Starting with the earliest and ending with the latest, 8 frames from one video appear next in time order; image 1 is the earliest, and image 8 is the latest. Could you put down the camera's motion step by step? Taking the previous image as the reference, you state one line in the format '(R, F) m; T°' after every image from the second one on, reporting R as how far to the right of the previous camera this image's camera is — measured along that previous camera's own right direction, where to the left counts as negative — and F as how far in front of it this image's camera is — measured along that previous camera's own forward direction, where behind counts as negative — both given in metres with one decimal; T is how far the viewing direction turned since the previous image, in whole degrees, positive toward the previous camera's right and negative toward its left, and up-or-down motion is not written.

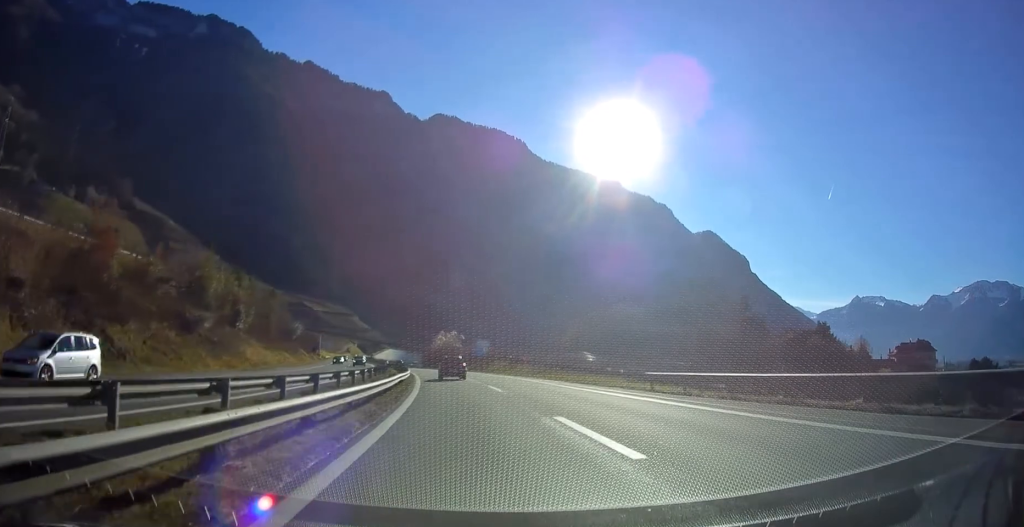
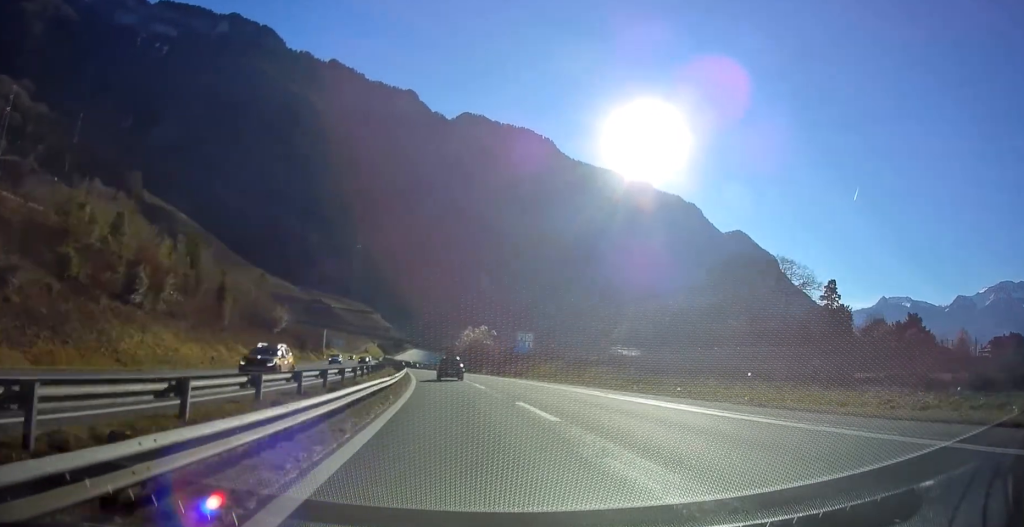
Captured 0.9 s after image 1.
(-0.7, +29.0) m; -3°
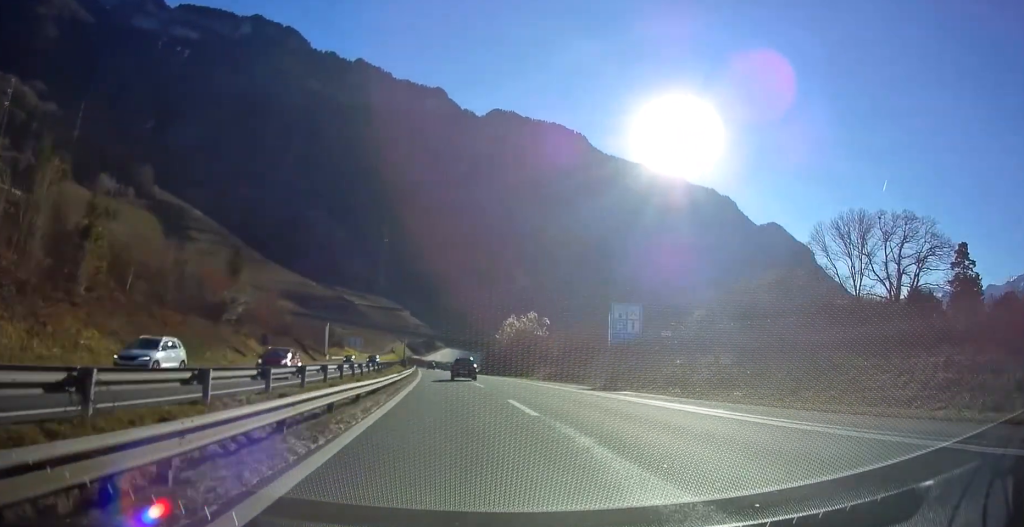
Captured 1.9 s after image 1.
(-1.1, +34.6) m; -3°
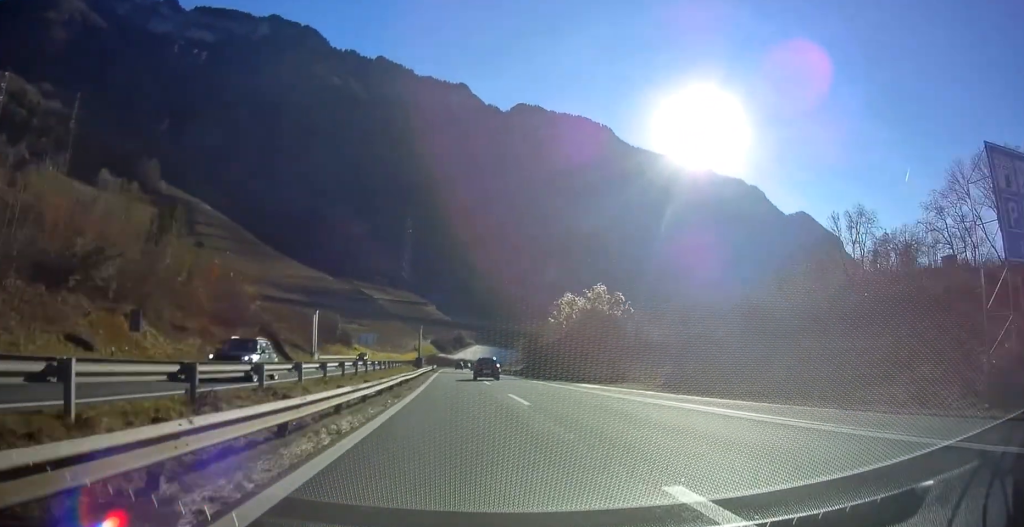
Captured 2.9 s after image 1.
(-0.6, +32.6) m; -2°
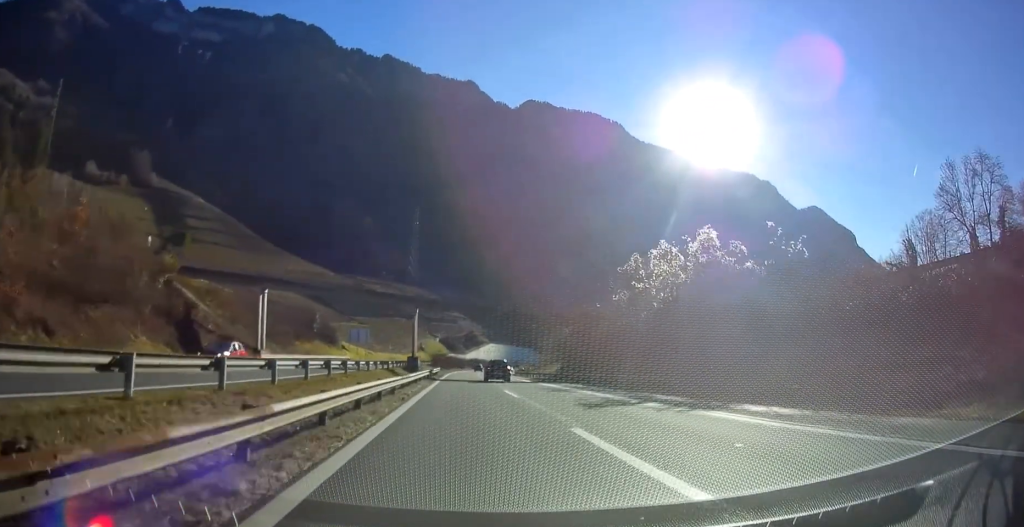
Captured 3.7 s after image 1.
(-0.6, +29.2) m; -2°
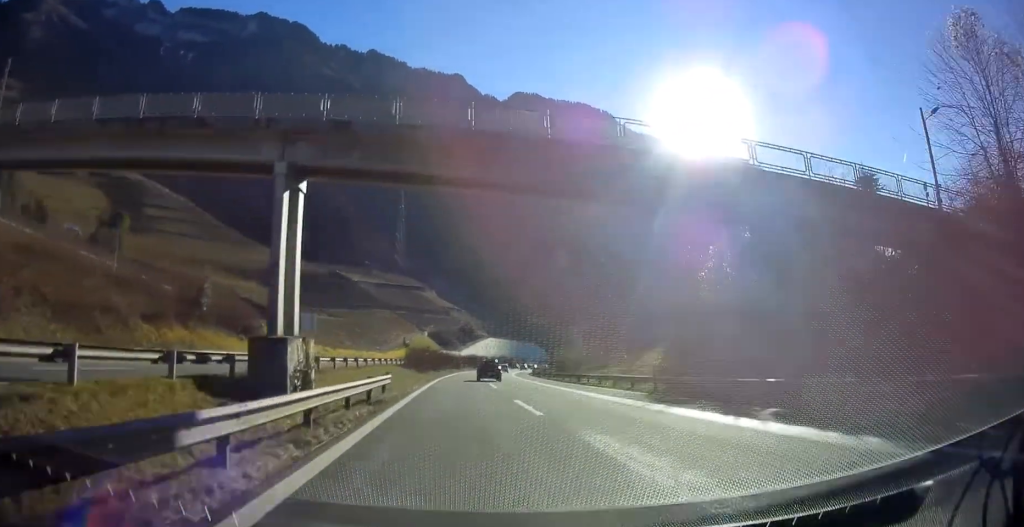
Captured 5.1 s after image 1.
(-0.5, +45.0) m; 0°
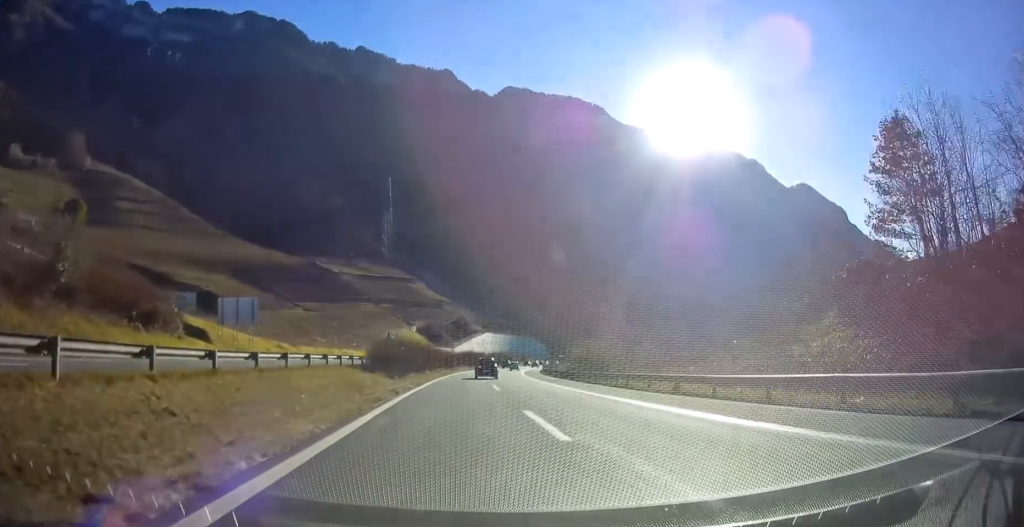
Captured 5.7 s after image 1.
(+0.1, +22.5) m; 0°
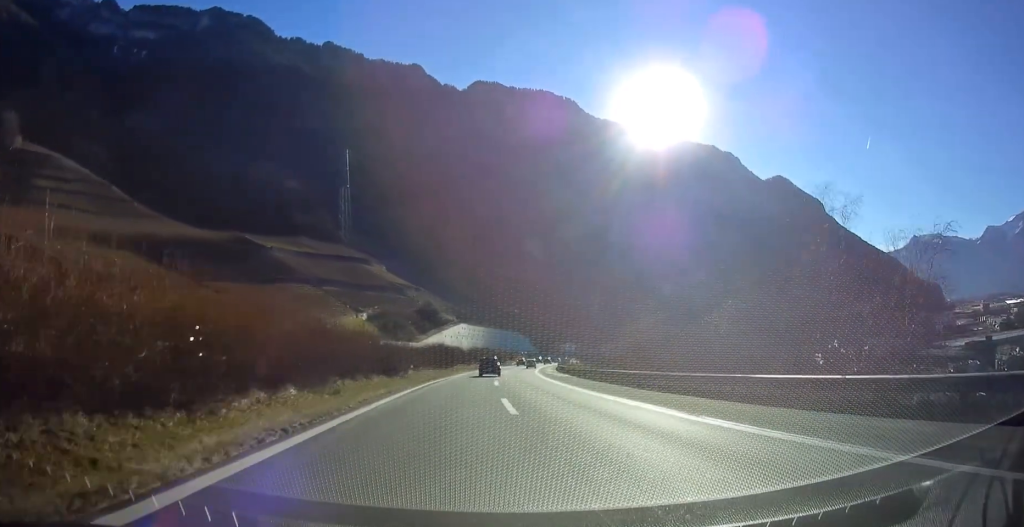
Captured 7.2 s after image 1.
(+0.8, +49.6) m; +2°
